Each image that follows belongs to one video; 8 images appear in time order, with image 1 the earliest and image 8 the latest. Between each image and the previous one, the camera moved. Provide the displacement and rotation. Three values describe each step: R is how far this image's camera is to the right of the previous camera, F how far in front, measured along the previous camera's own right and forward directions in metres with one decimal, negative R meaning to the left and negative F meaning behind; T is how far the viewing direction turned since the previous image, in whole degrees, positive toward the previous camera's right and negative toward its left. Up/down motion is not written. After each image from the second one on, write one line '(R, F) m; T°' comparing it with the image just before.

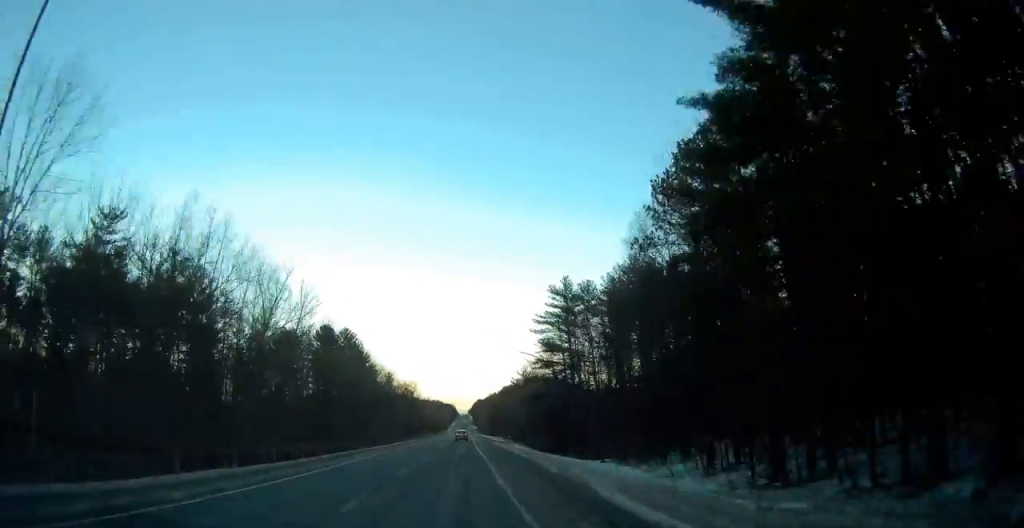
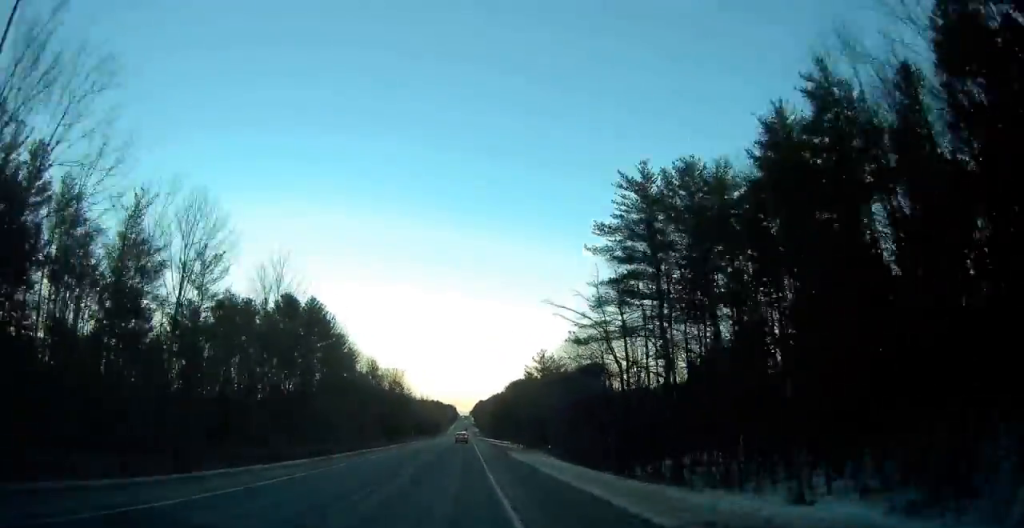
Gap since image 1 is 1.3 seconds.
(0.0, +34.4) m; 0°
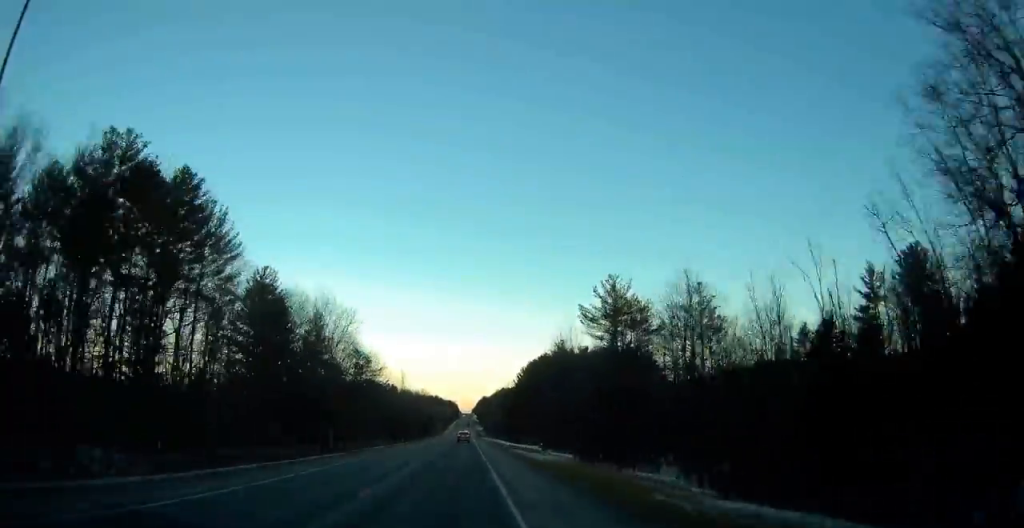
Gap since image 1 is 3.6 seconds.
(0.0, +58.7) m; 0°
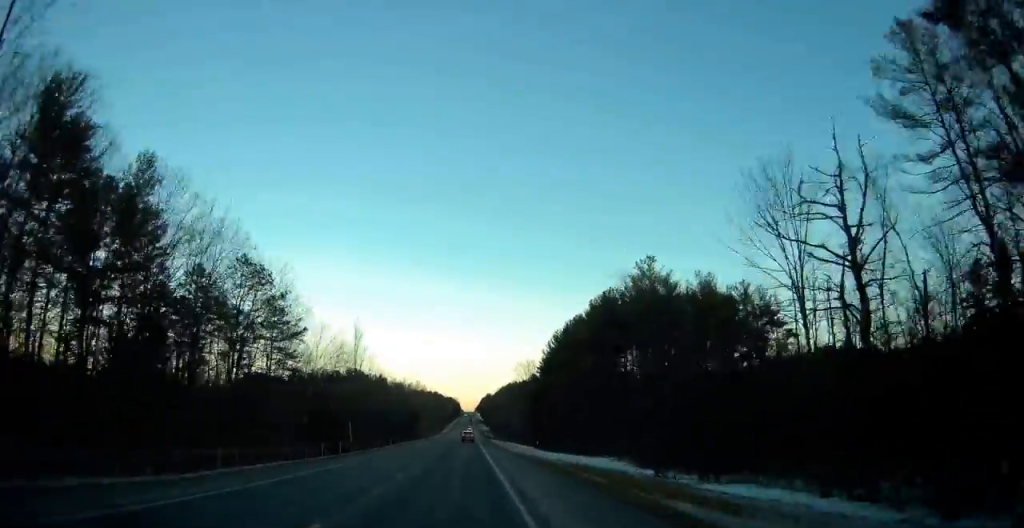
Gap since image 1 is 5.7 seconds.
(-0.5, +55.0) m; 0°
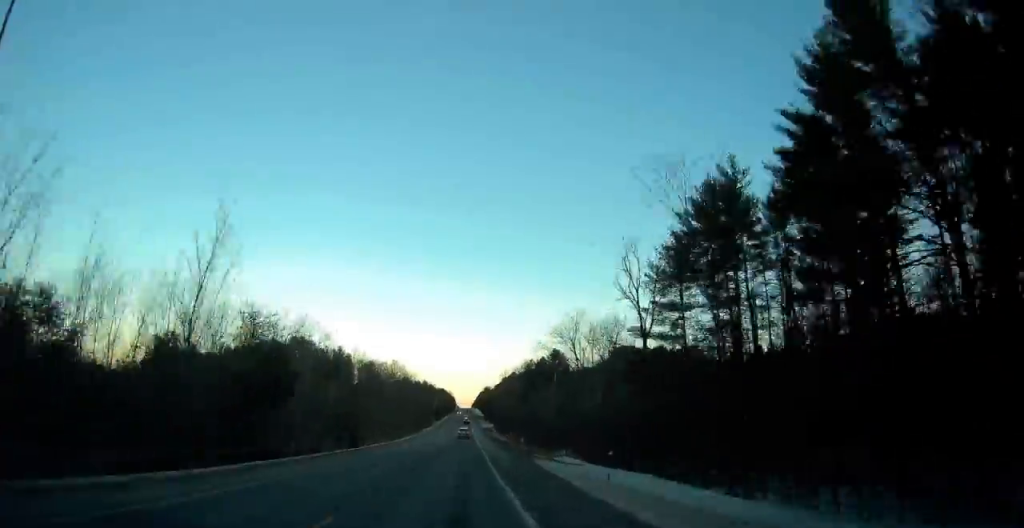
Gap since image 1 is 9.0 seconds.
(+1.3, +83.1) m; +1°
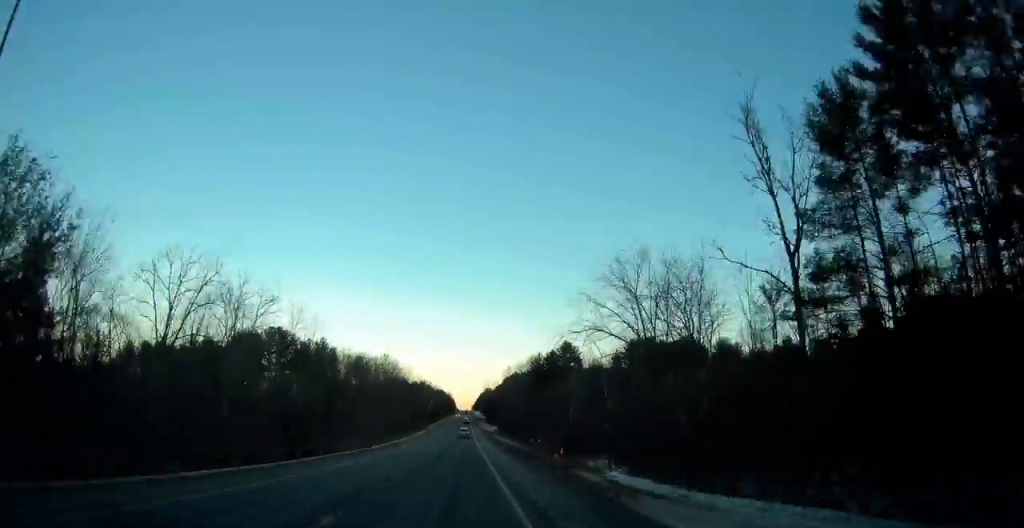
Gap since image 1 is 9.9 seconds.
(-0.3, +23.5) m; -1°
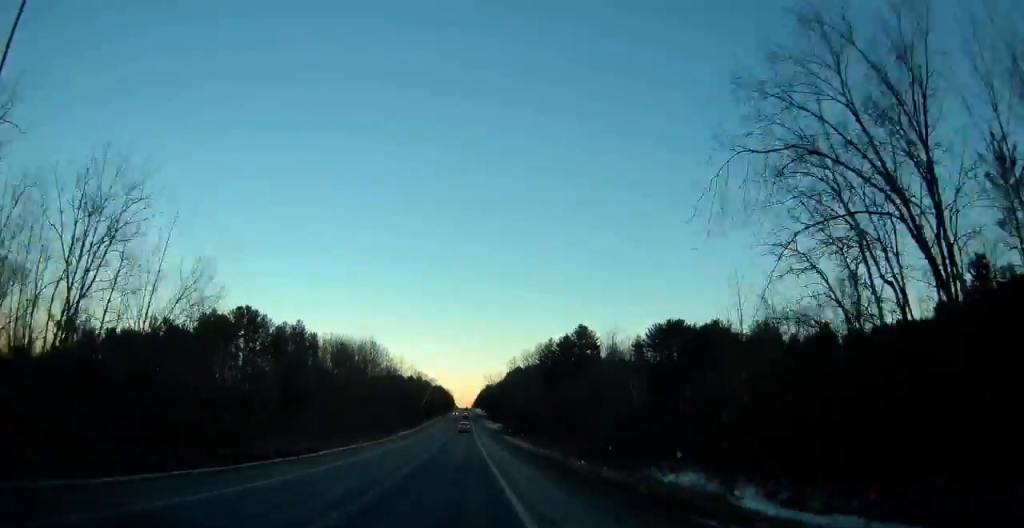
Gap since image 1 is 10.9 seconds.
(-0.1, +25.2) m; 0°
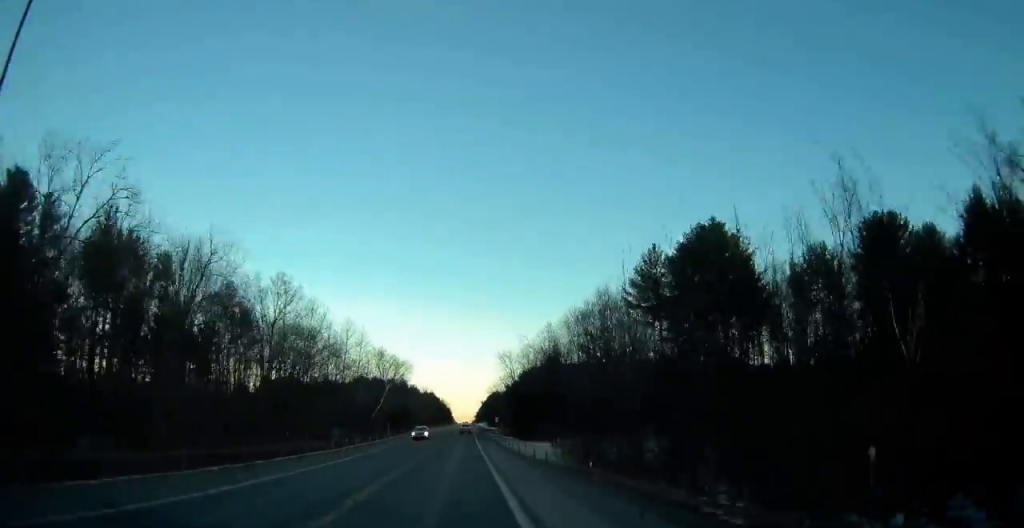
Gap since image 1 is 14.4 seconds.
(+0.4, +87.6) m; 0°
